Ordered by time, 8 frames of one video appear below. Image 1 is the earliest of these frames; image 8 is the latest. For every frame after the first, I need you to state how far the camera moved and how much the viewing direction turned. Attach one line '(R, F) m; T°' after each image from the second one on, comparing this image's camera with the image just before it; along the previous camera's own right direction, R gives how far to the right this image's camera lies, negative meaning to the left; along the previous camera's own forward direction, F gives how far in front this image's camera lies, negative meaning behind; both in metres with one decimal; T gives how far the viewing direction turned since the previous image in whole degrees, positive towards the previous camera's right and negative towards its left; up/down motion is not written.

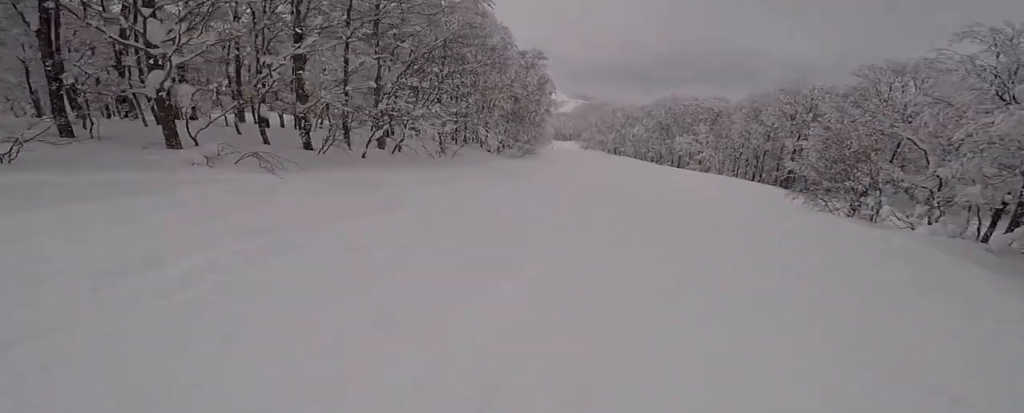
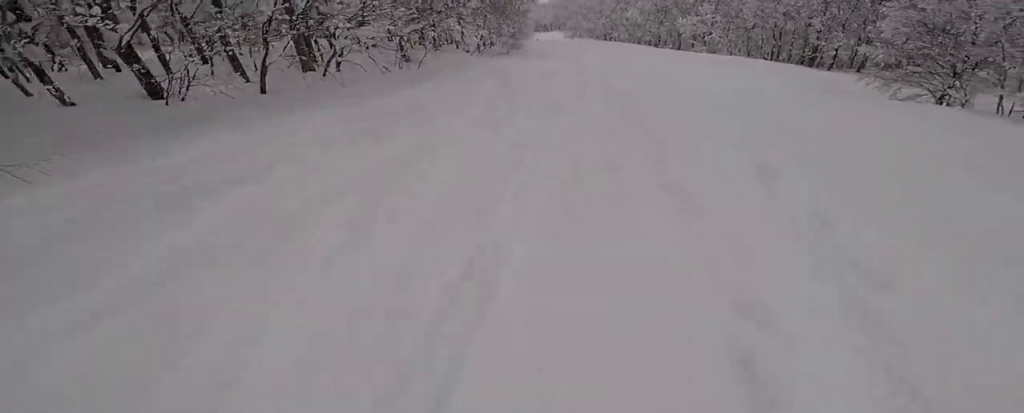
(-0.1, +6.2) m; +5°
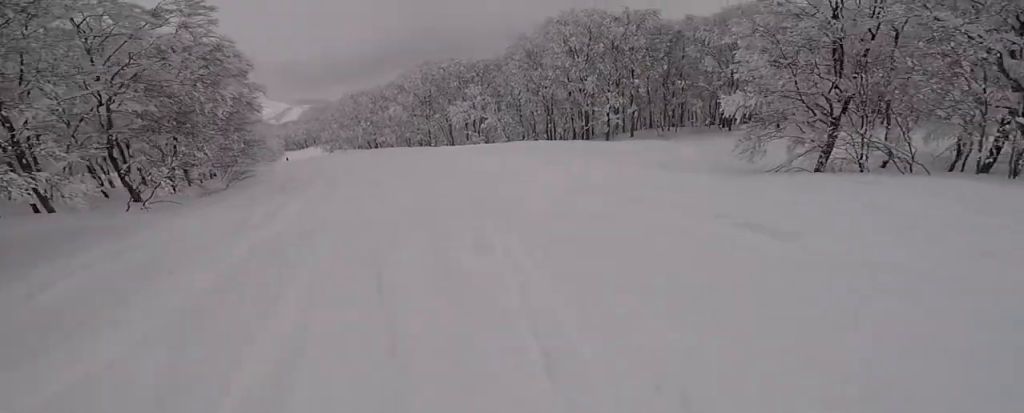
(+1.2, +11.9) m; +3°
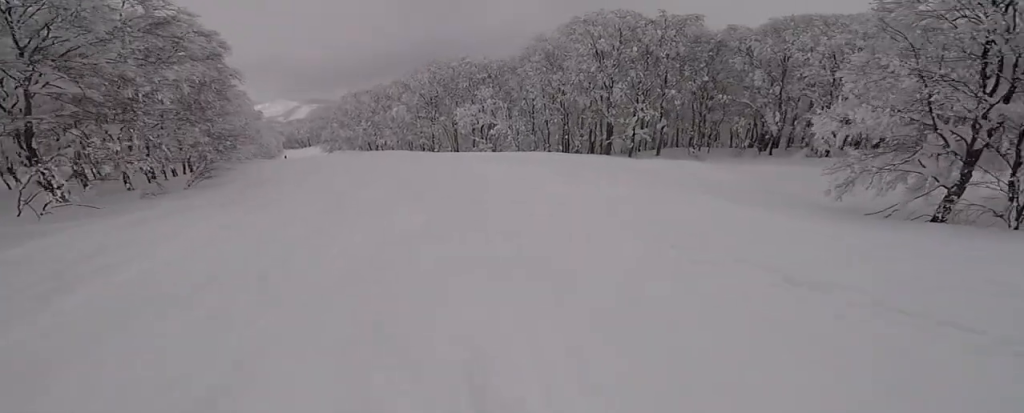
(0.0, +4.2) m; -4°
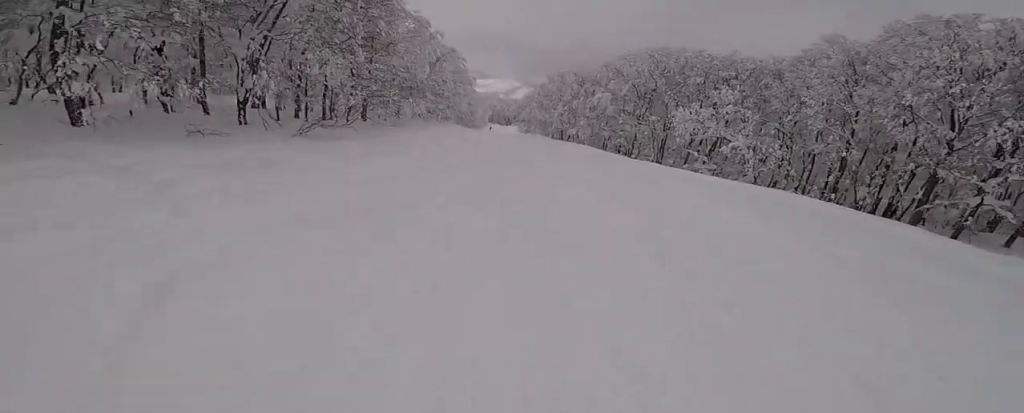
(-0.9, +8.9) m; -14°
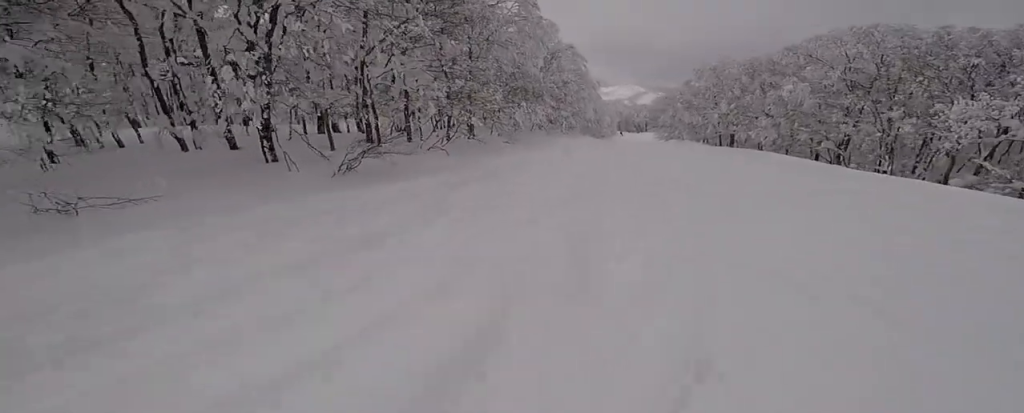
(-0.8, +7.5) m; +1°
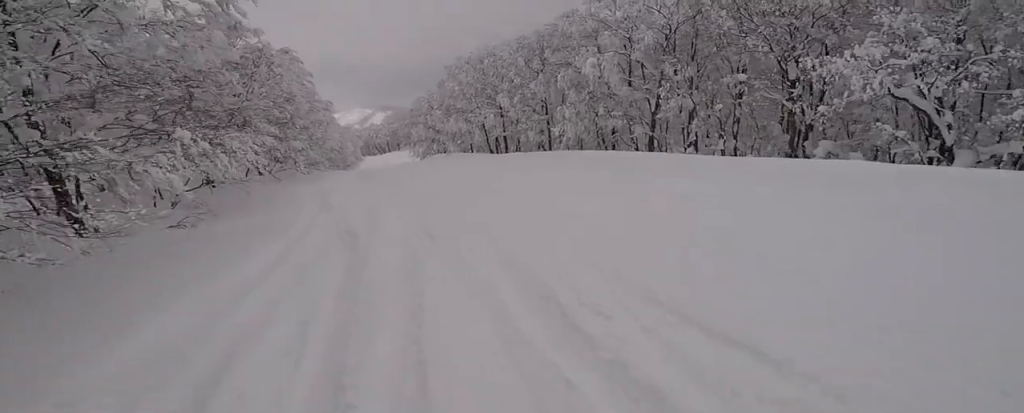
(+1.4, +12.4) m; +8°
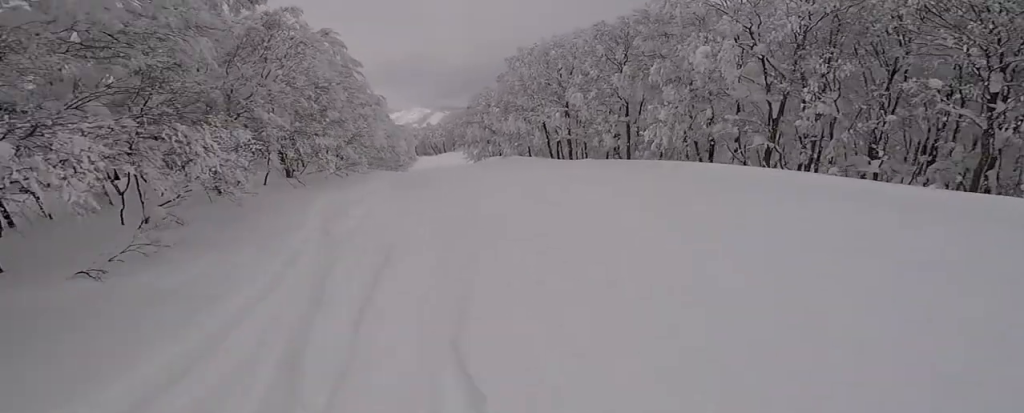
(-0.1, +5.0) m; +6°
